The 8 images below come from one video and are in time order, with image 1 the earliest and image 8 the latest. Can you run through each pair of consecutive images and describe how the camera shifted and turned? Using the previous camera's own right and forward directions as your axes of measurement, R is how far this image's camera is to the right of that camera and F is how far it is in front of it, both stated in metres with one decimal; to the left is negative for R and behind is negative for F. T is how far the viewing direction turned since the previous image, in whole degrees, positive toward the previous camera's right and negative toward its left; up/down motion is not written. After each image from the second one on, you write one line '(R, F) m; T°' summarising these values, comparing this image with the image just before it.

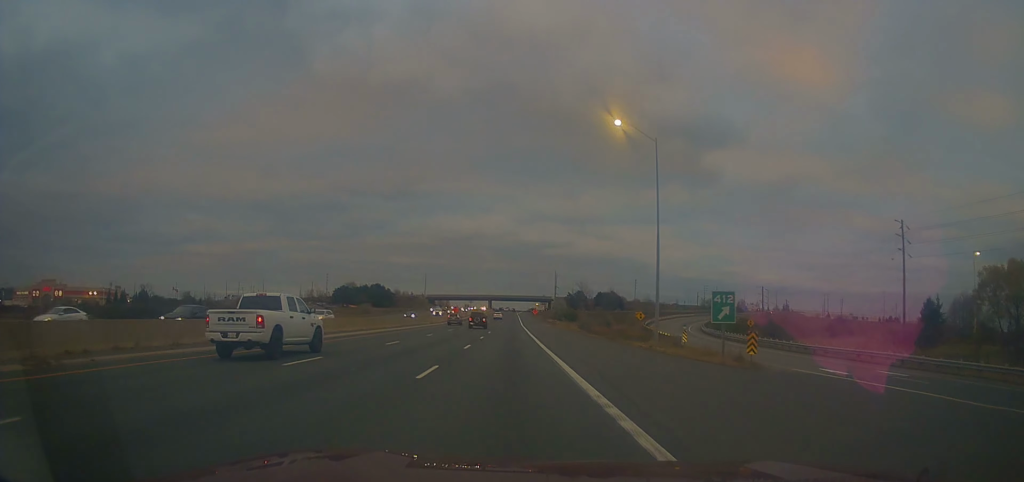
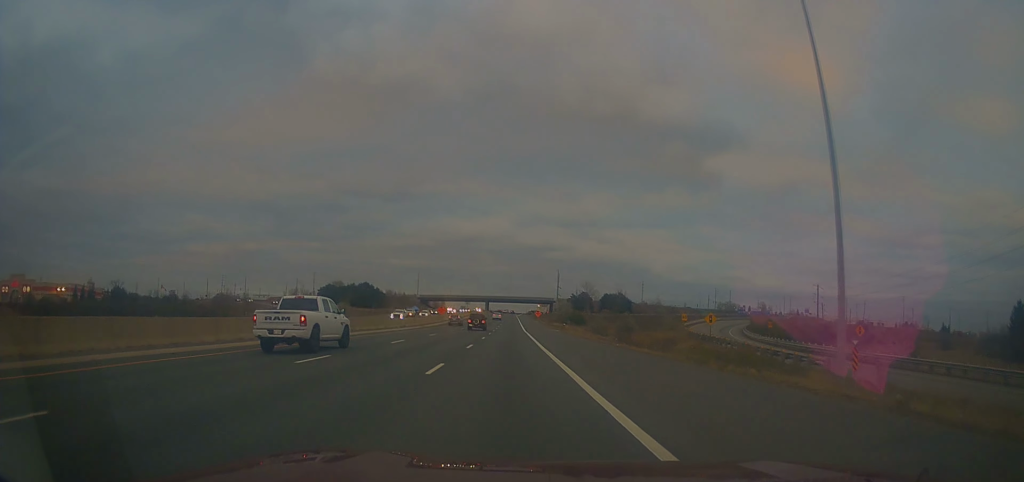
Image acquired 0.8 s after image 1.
(-0.2, +23.7) m; 0°
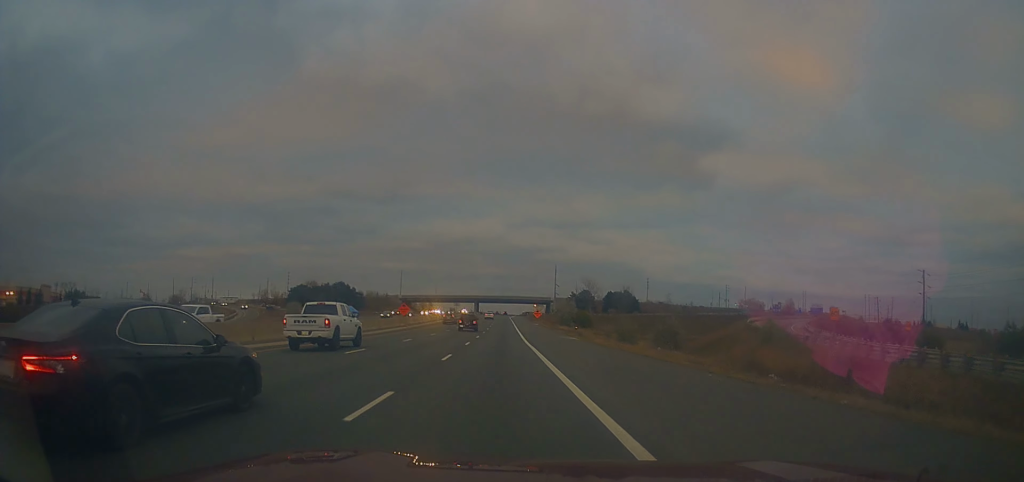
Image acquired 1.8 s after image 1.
(0.0, +30.9) m; +1°
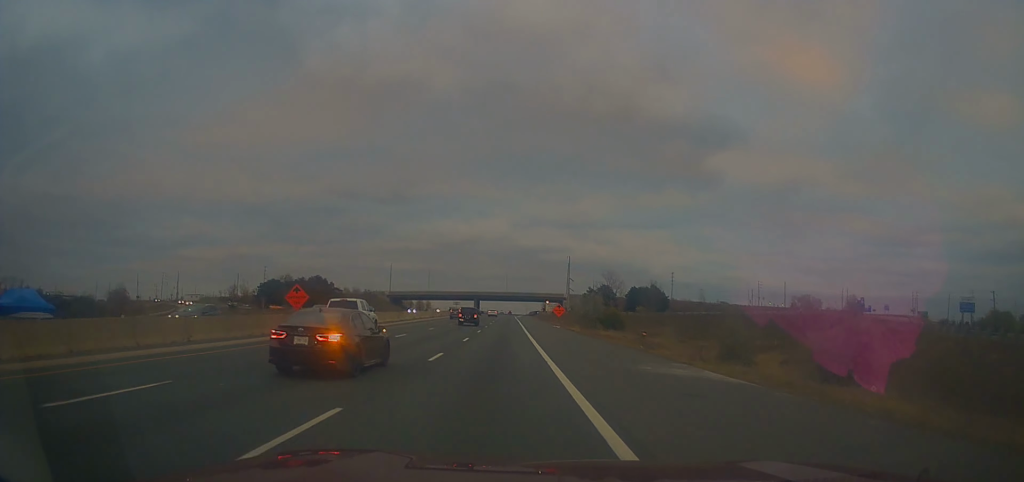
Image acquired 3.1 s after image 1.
(+0.4, +39.3) m; +1°
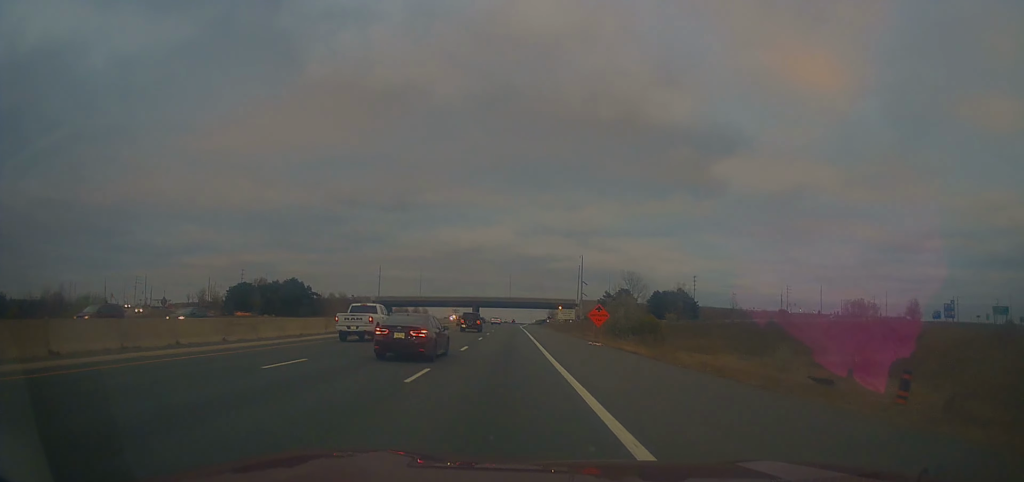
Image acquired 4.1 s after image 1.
(0.0, +29.4) m; -1°
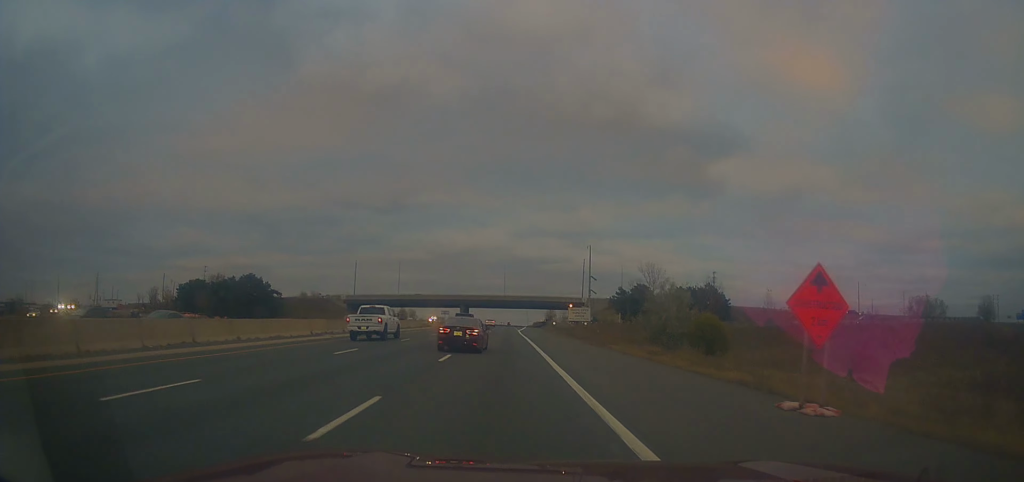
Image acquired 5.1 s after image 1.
(-0.4, +30.5) m; 0°
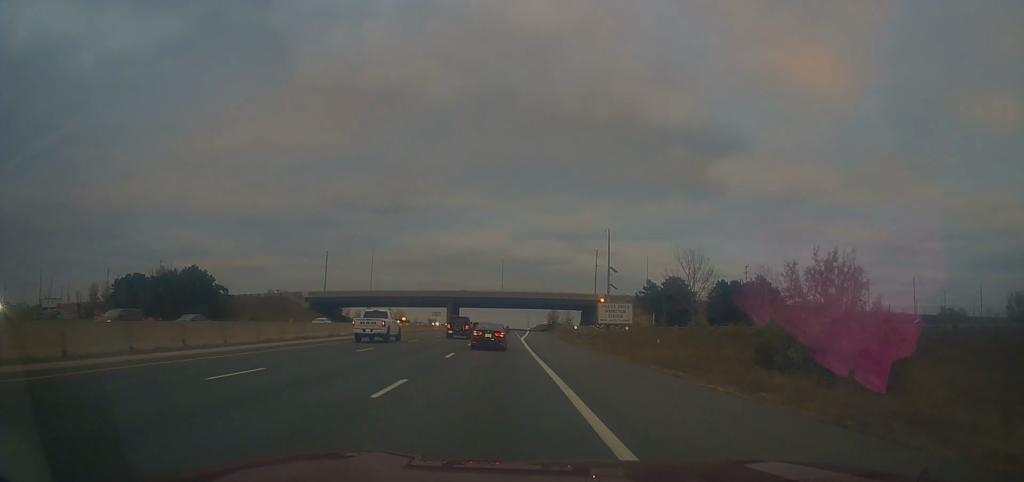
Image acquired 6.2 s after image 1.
(+0.4, +32.7) m; +1°
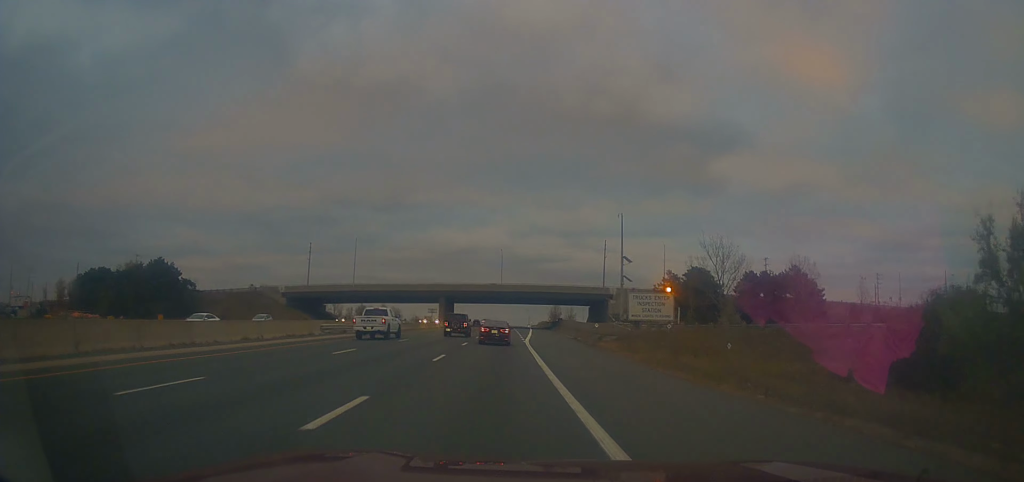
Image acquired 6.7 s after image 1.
(+0.1, +15.4) m; 0°
